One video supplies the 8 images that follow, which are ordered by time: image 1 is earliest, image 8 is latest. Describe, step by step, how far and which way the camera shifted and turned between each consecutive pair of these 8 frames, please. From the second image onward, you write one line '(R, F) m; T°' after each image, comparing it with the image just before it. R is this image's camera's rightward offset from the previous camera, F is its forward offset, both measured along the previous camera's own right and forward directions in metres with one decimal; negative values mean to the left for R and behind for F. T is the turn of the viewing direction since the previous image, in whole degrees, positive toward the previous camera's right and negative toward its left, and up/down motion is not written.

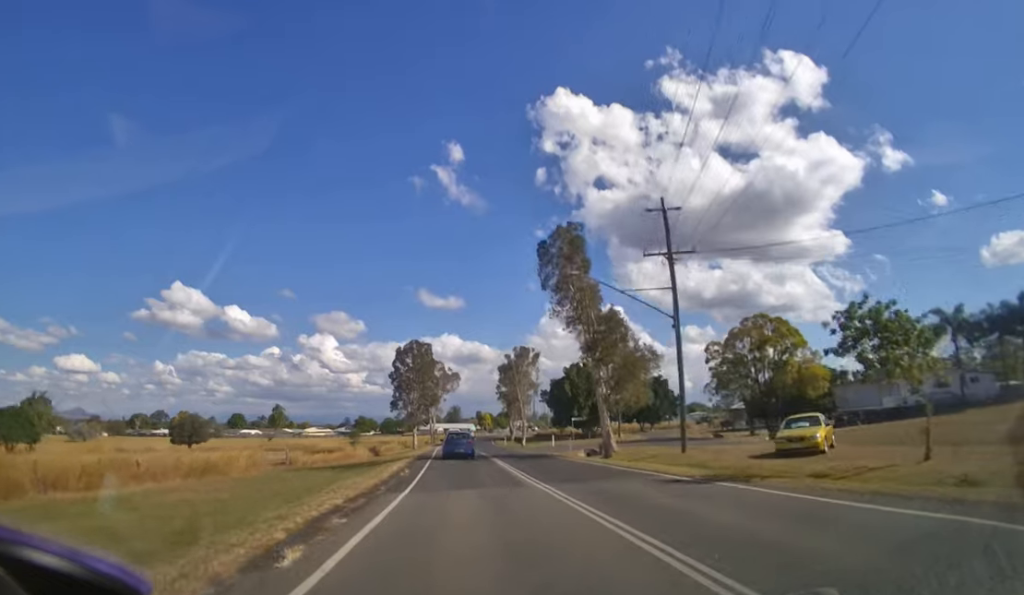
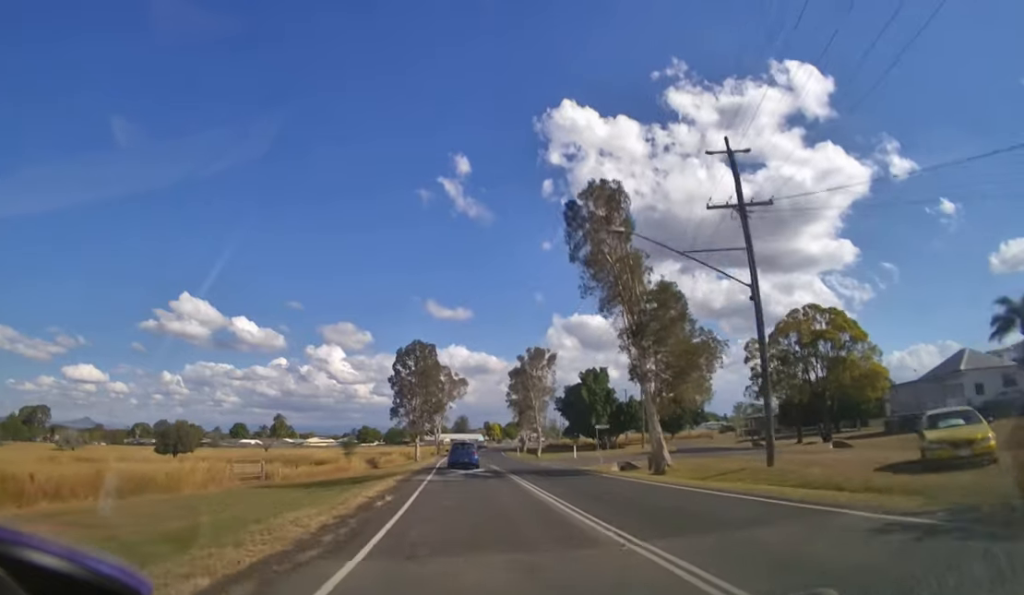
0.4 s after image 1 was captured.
(-0.2, +6.8) m; -1°
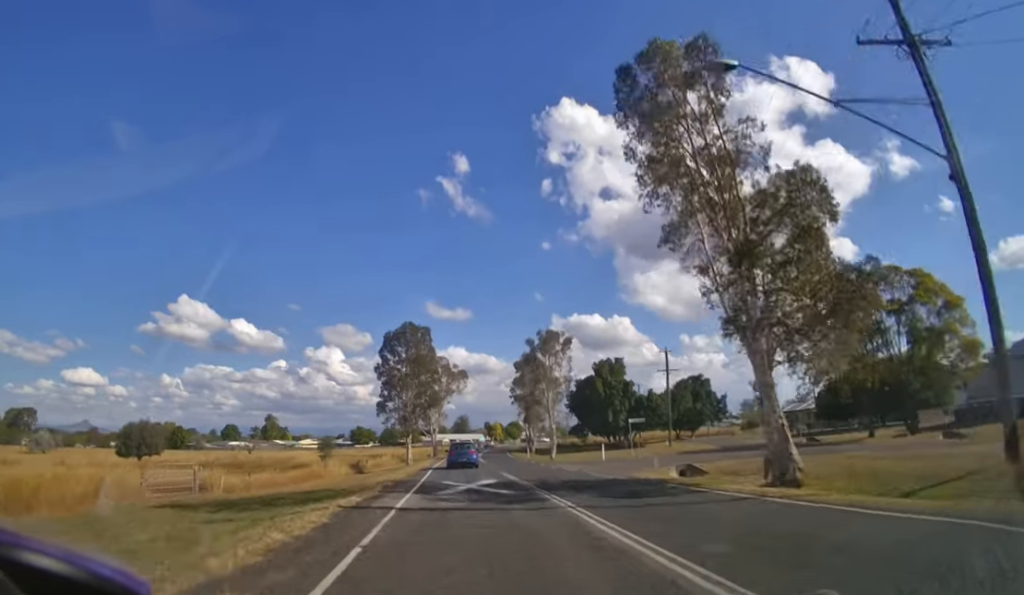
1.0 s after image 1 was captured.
(-0.1, +9.5) m; -1°
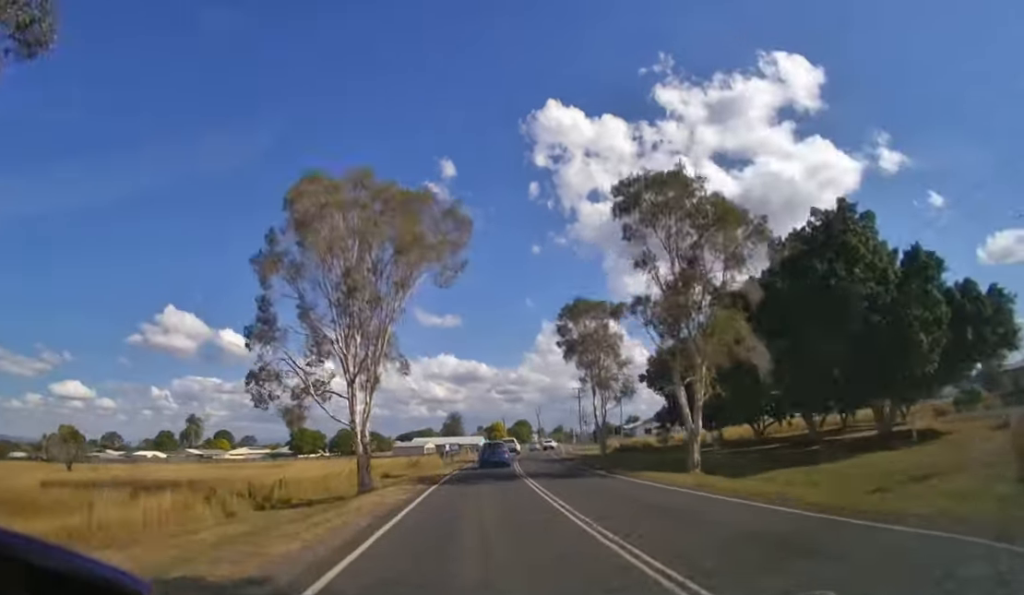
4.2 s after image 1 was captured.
(-0.6, +53.3) m; +1°
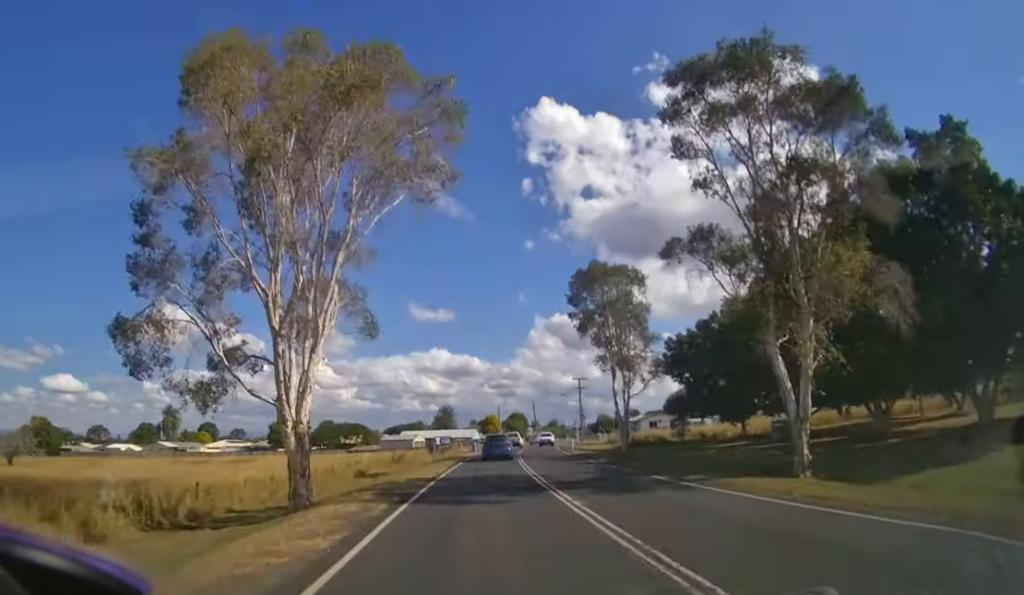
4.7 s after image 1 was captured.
(+0.1, +7.1) m; +1°
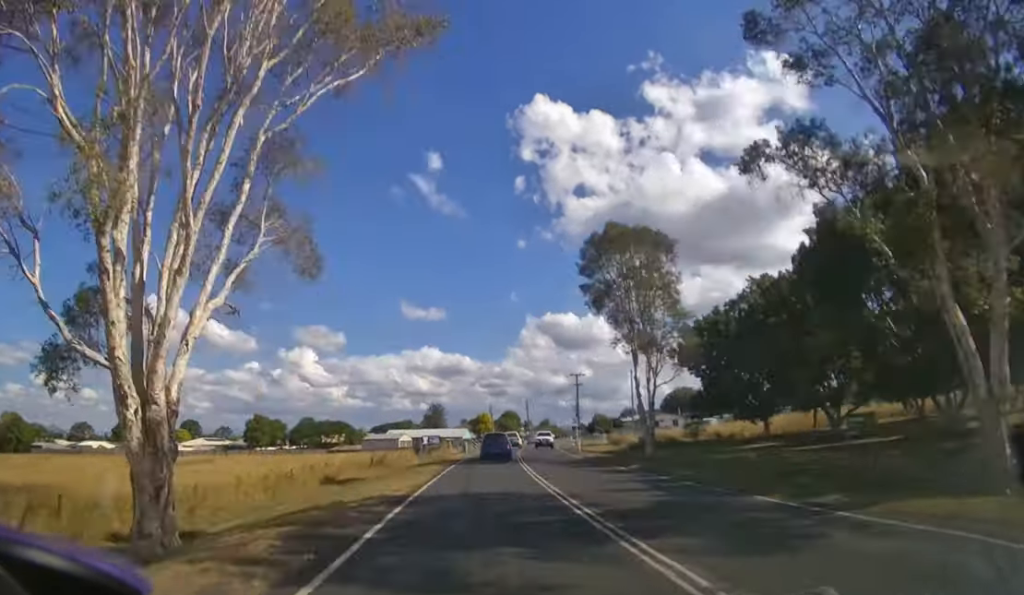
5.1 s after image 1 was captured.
(0.0, +6.1) m; +1°
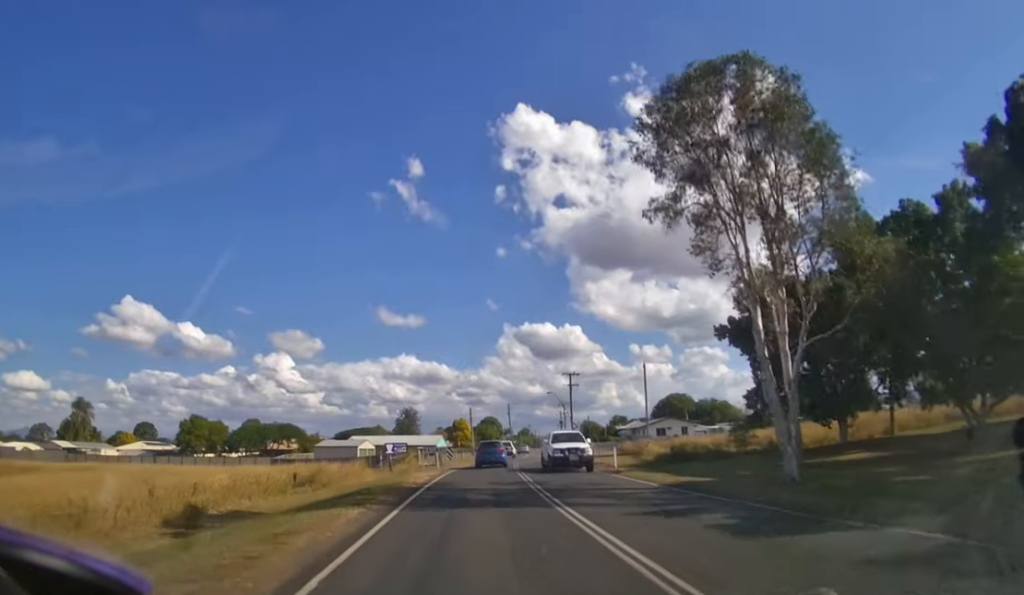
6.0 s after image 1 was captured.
(+0.2, +12.9) m; +2°
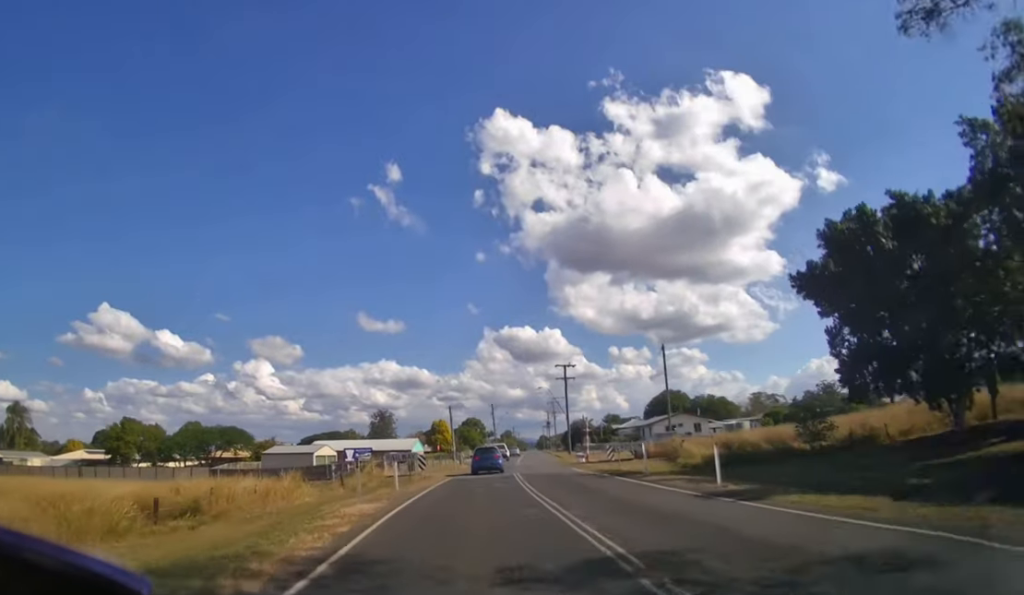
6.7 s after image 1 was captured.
(+0.3, +10.3) m; +2°
